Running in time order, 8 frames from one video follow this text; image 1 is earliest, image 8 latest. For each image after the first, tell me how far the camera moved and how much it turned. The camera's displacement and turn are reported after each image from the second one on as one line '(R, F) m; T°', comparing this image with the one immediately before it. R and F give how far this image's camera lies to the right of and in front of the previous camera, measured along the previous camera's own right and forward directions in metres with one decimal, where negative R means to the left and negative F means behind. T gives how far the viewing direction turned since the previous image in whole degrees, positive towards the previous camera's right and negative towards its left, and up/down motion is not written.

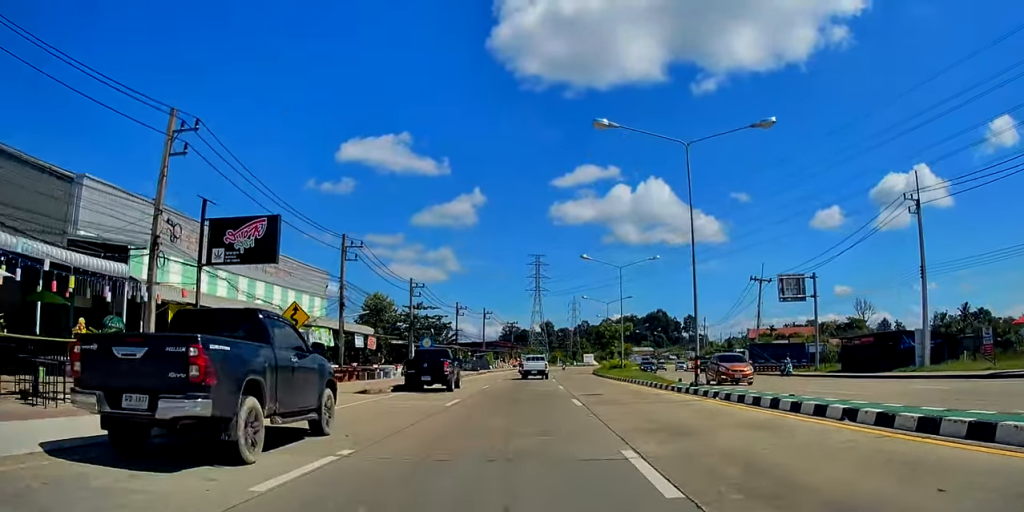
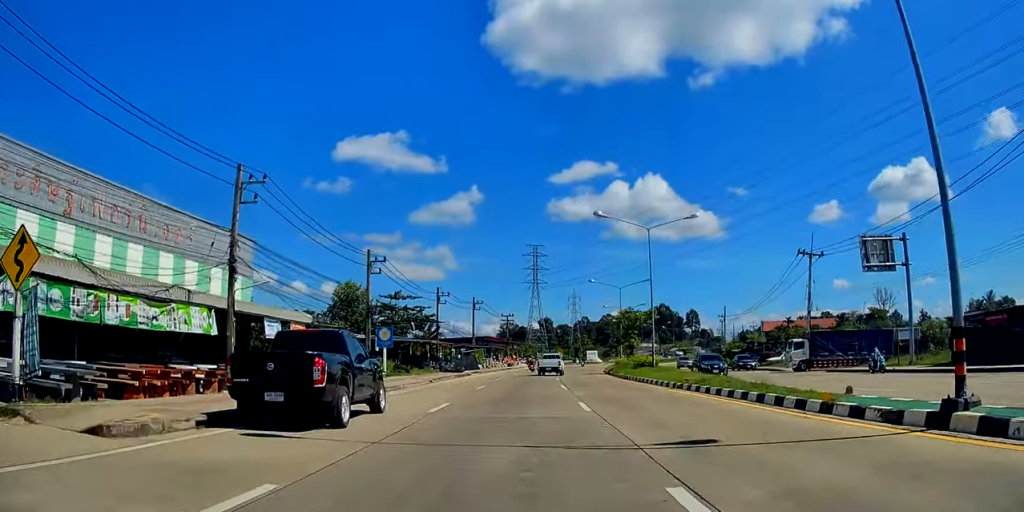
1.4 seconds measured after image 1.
(+0.3, +14.6) m; 0°
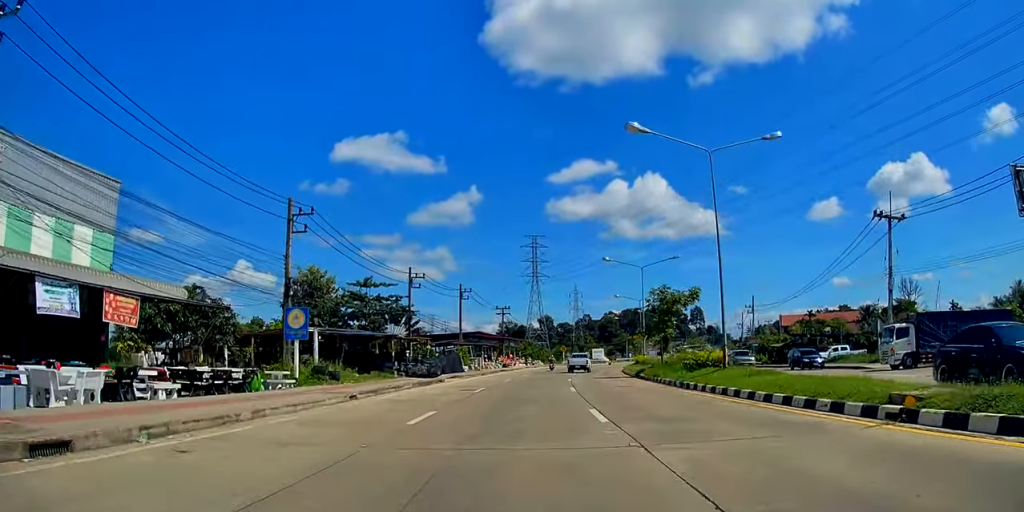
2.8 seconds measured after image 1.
(+0.1, +15.7) m; +1°
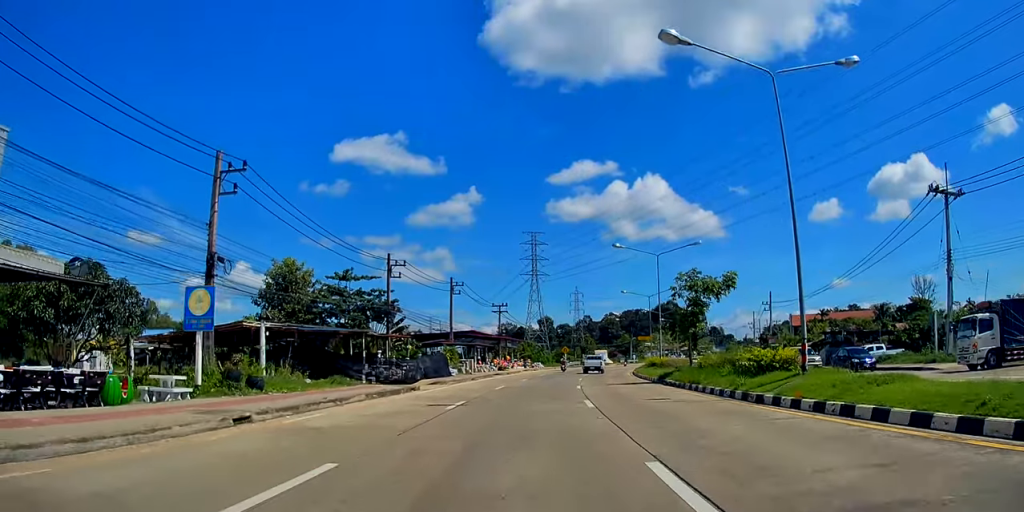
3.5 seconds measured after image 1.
(0.0, +7.9) m; 0°
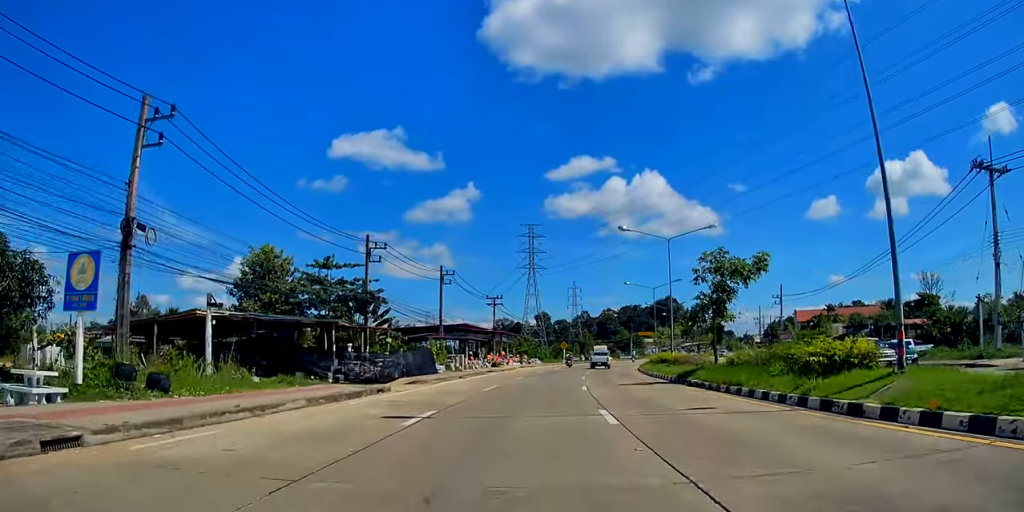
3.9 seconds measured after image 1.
(-0.1, +5.1) m; 0°
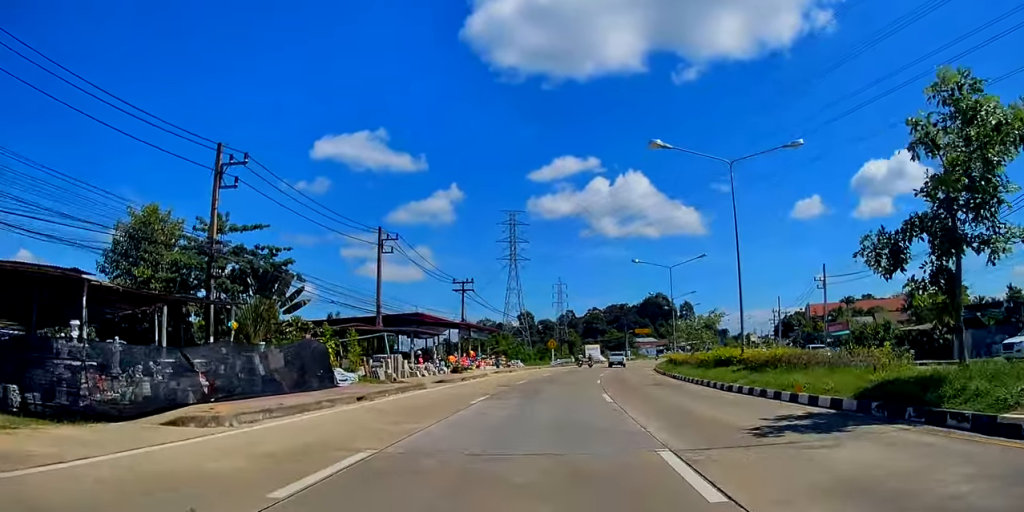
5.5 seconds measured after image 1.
(+0.7, +18.7) m; +4°
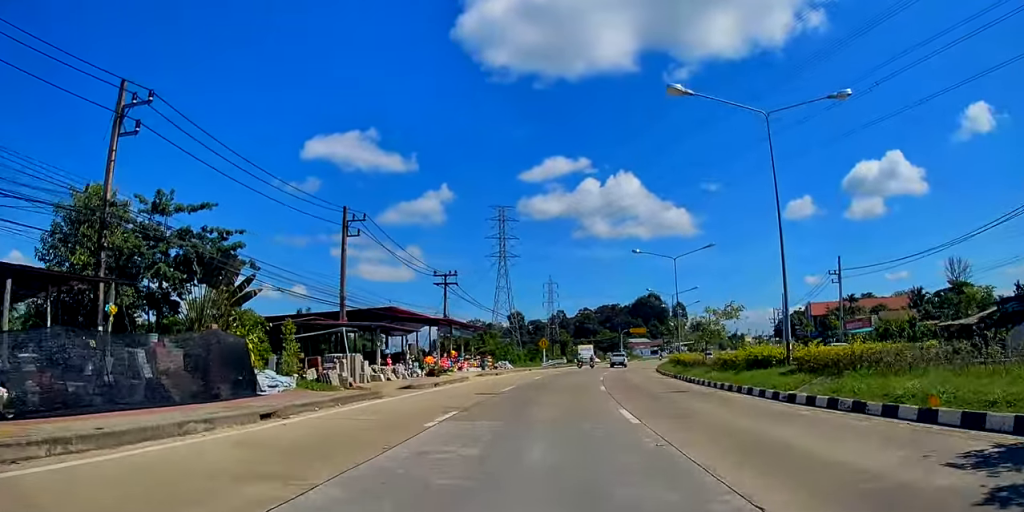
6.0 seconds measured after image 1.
(+0.1, +5.6) m; +1°
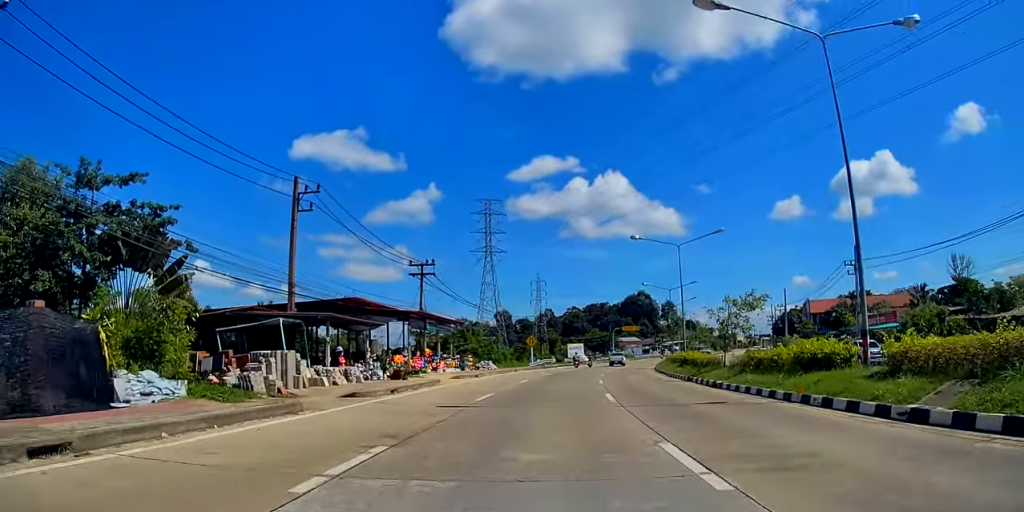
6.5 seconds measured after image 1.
(-0.1, +6.0) m; 0°
